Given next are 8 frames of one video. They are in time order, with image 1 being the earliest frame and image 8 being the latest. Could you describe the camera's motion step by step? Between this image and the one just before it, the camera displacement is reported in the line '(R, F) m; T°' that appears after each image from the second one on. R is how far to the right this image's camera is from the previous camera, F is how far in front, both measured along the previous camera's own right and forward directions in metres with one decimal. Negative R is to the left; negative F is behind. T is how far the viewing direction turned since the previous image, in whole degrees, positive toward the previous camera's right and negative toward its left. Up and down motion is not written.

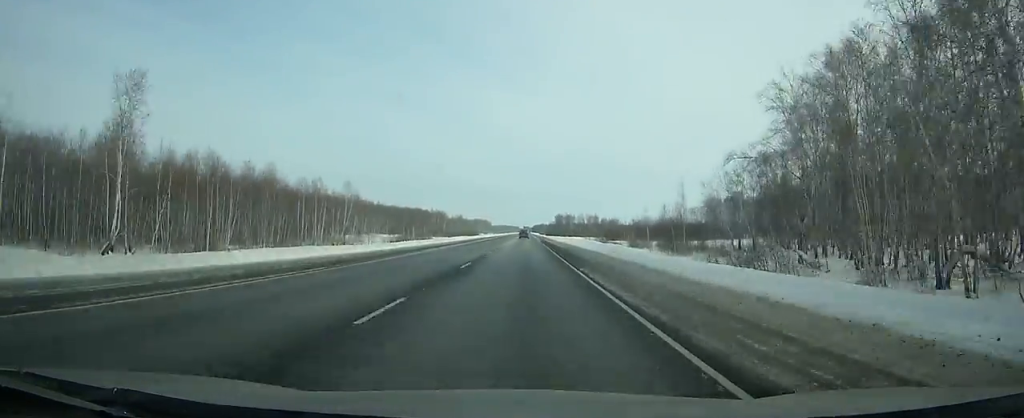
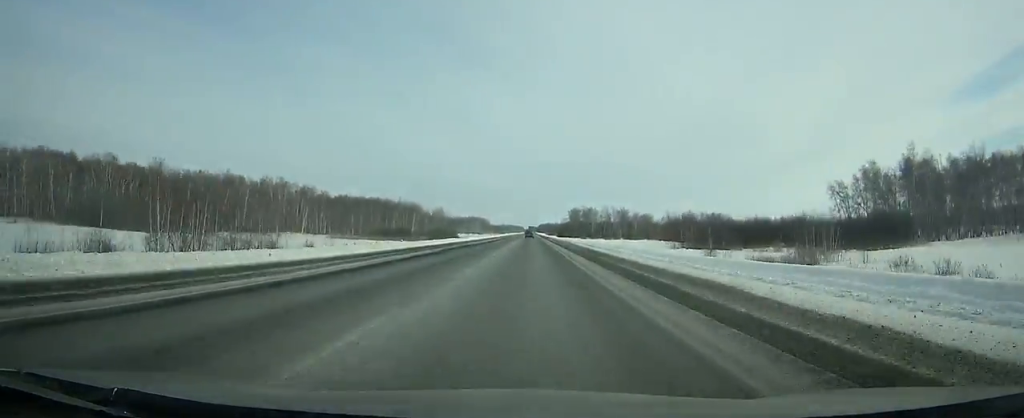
(+0.1, +111.7) m; 0°
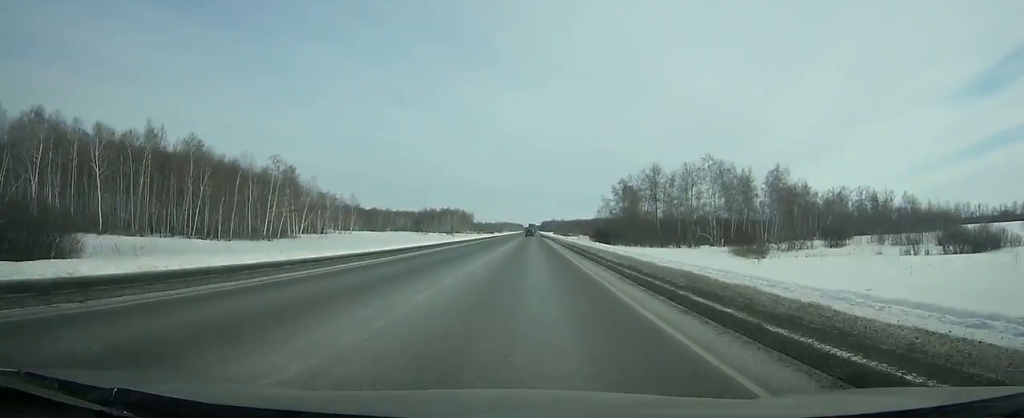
(-1.3, +194.8) m; 0°
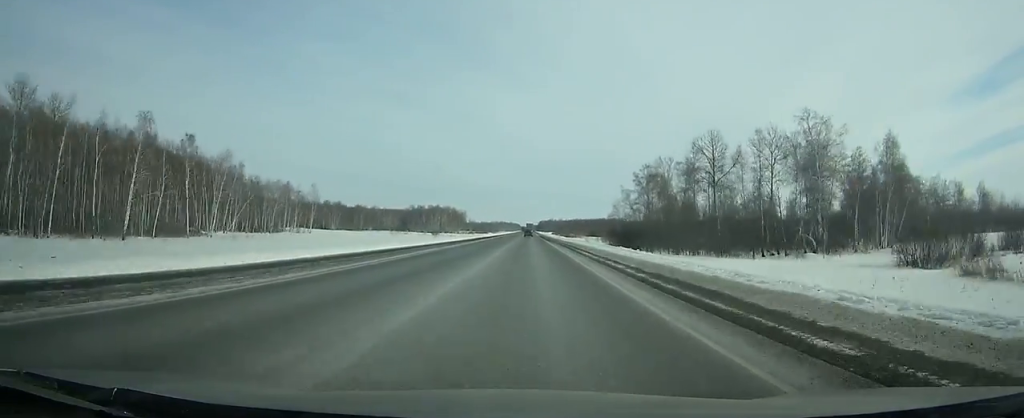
(+0.1, +38.9) m; 0°
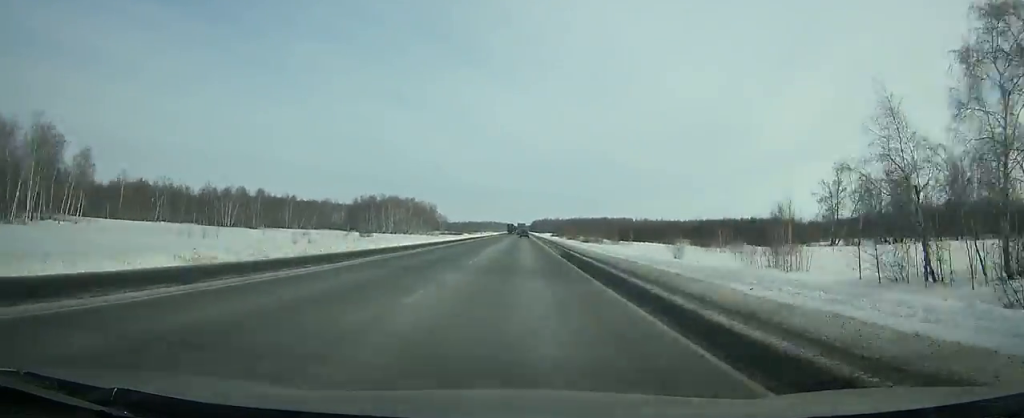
(+0.1, +109.1) m; 0°
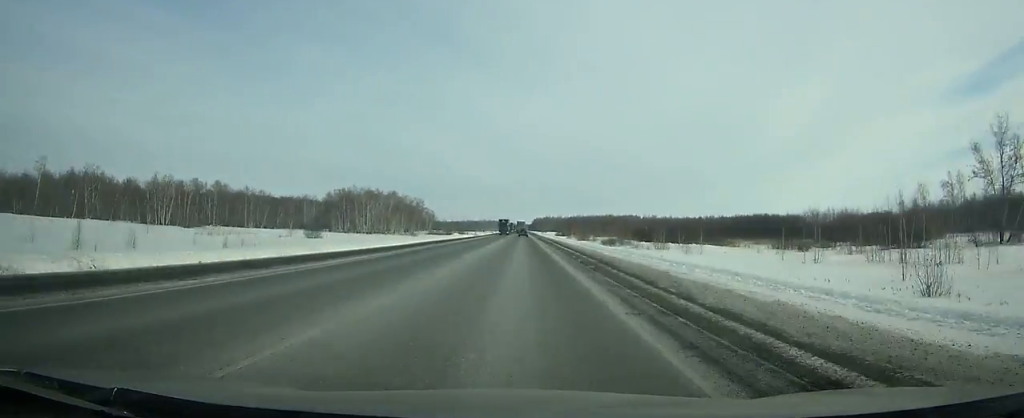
(0.0, +42.1) m; 0°
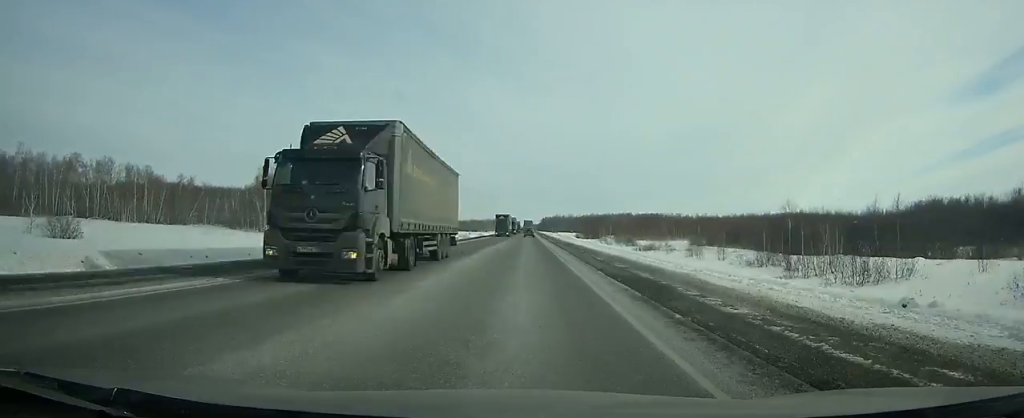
(0.0, +75.8) m; 0°
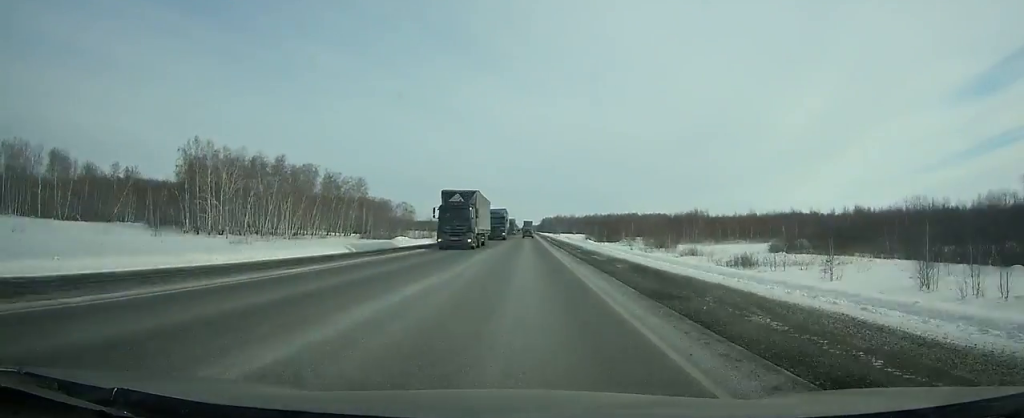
(0.0, +36.5) m; 0°
